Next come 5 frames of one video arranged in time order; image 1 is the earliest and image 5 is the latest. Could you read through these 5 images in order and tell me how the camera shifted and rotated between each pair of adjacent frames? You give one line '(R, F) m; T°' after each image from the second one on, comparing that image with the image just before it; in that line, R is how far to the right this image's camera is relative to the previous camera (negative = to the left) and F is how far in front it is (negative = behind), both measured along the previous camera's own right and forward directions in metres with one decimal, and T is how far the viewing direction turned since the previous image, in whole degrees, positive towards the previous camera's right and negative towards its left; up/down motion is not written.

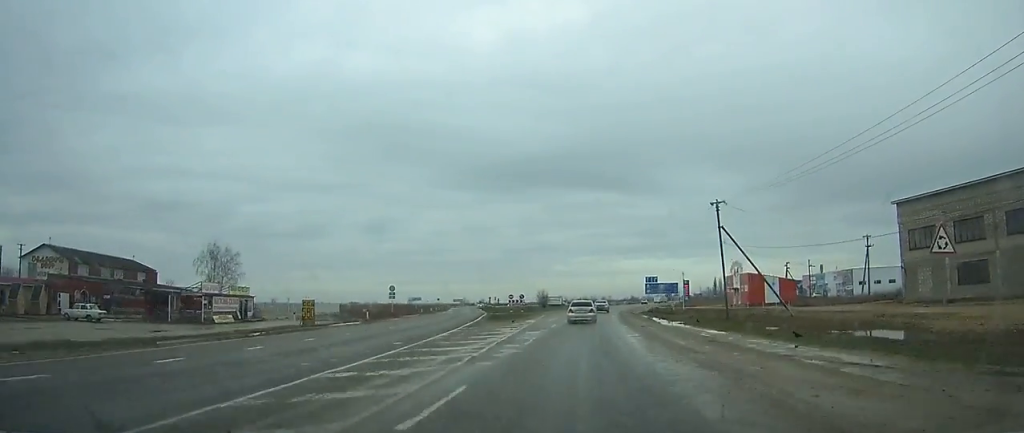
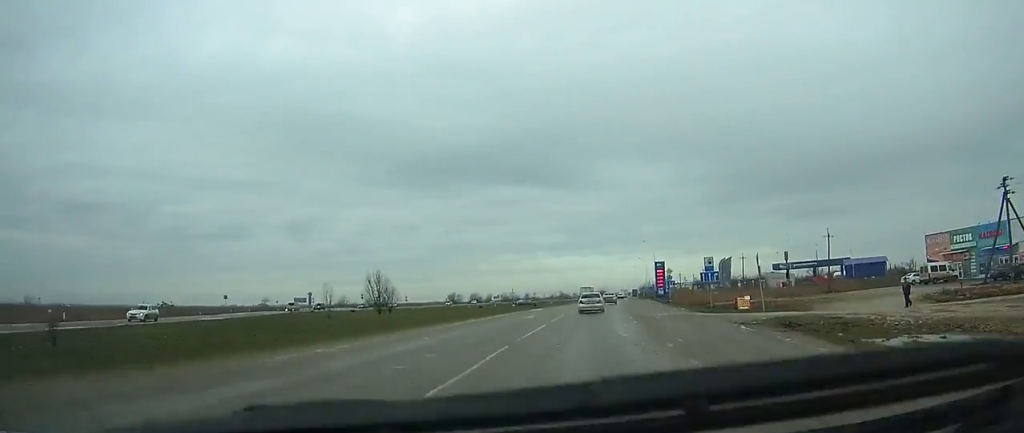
(+5.5, +88.6) m; +8°
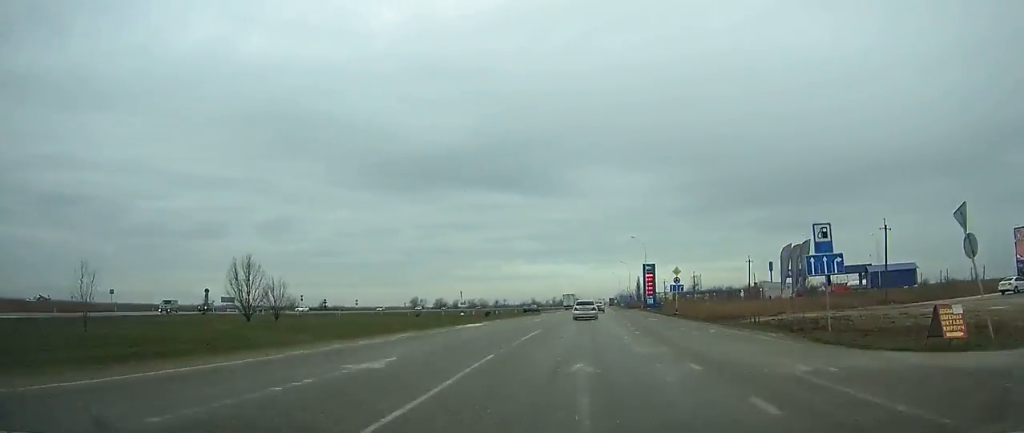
(+0.3, +24.1) m; +2°
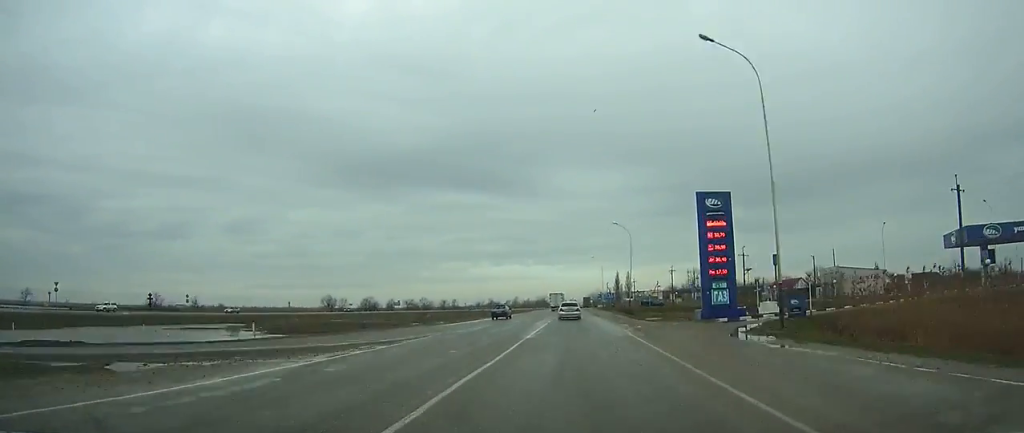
(+2.0, +73.0) m; +2°
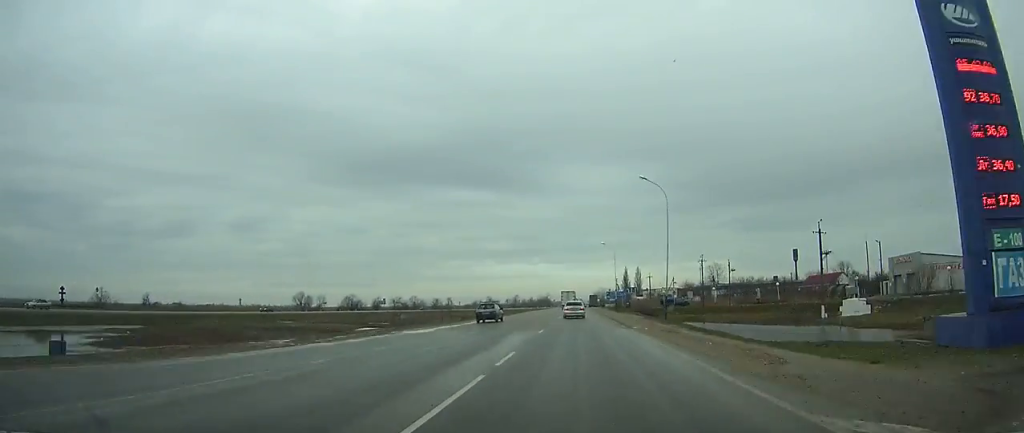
(0.0, +27.1) m; 0°
